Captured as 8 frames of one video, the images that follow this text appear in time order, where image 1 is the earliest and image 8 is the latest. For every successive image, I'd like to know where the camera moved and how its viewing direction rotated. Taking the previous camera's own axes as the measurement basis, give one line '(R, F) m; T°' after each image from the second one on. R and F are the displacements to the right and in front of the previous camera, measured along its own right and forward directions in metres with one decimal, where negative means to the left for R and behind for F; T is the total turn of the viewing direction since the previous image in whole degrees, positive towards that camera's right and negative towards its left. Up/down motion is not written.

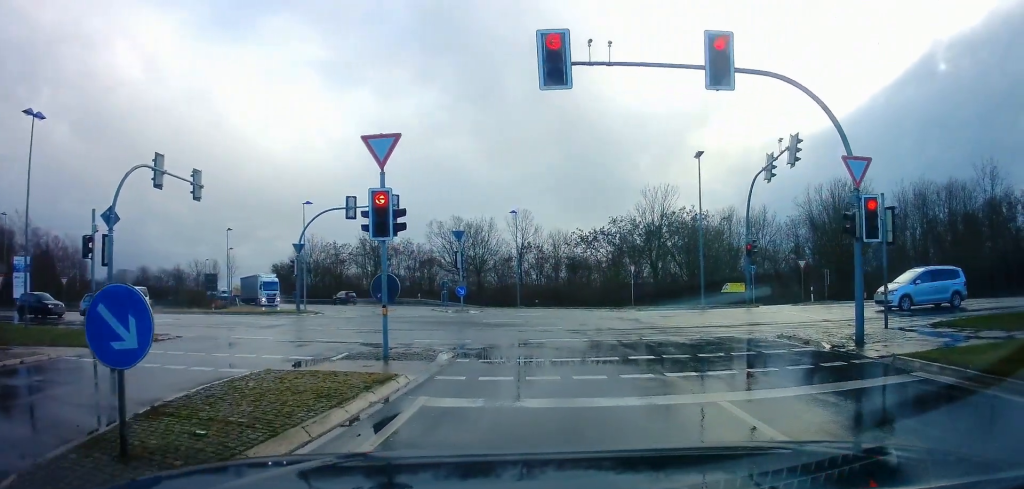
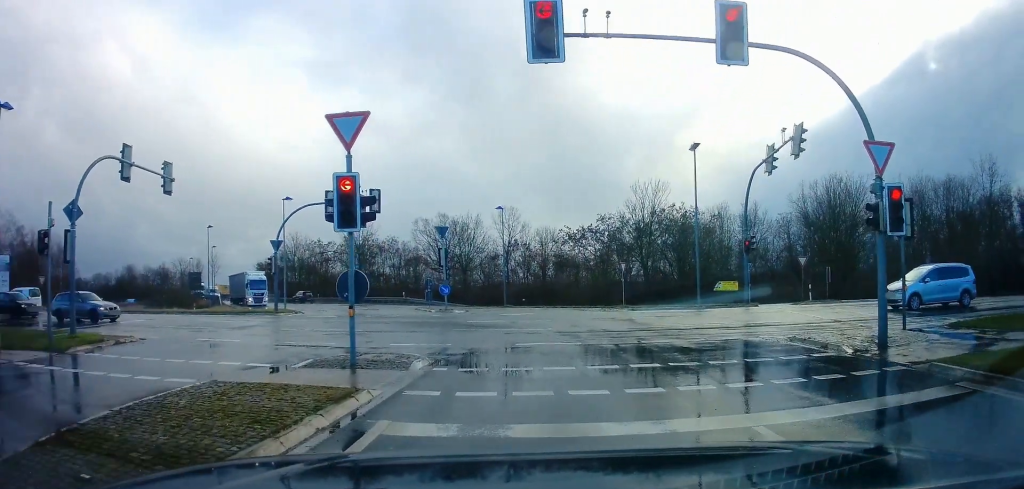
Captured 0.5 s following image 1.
(+0.2, +1.4) m; +1°
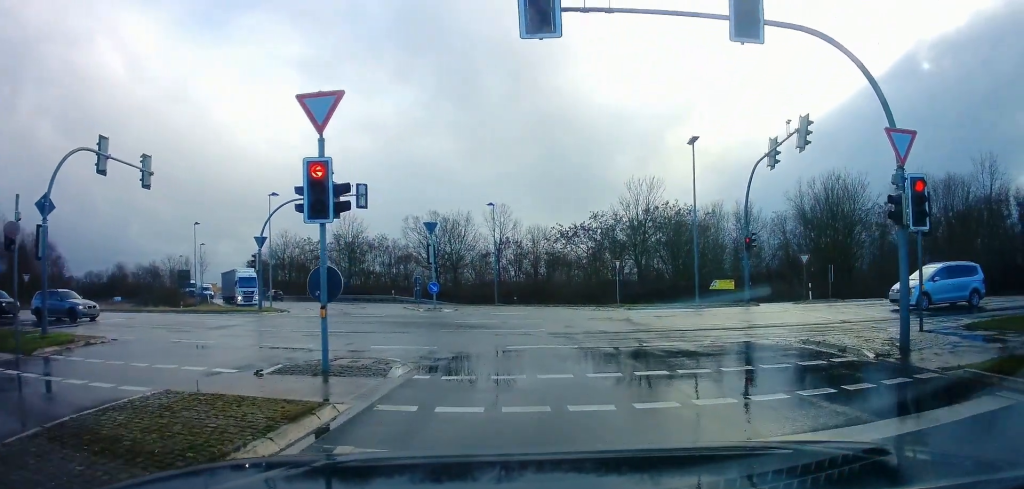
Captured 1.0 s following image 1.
(-0.1, +0.8) m; 0°
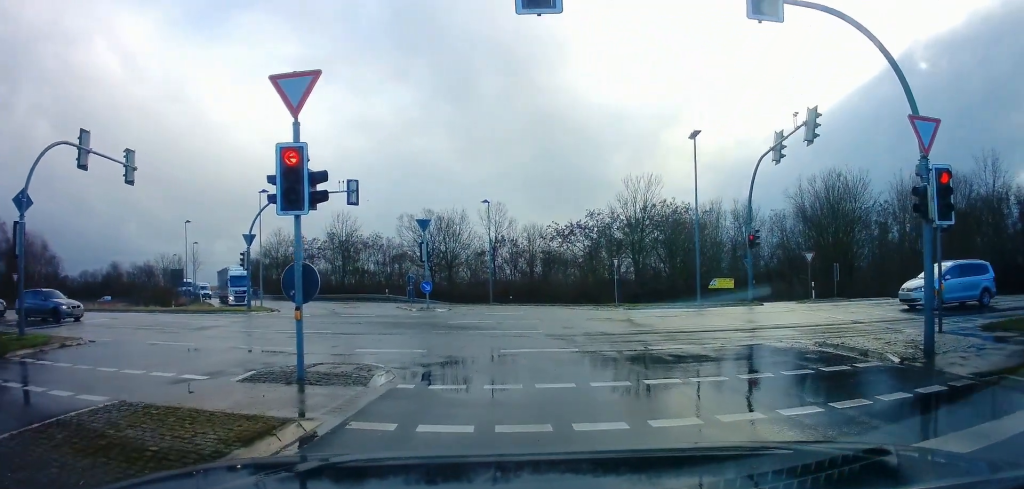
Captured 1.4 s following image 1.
(-0.1, +0.8) m; 0°
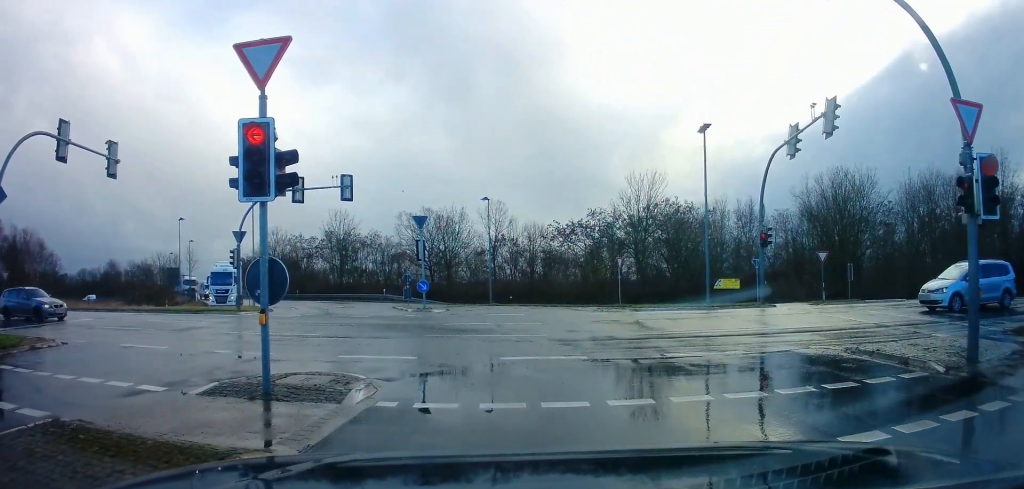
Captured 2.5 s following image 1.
(-0.2, +1.1) m; 0°
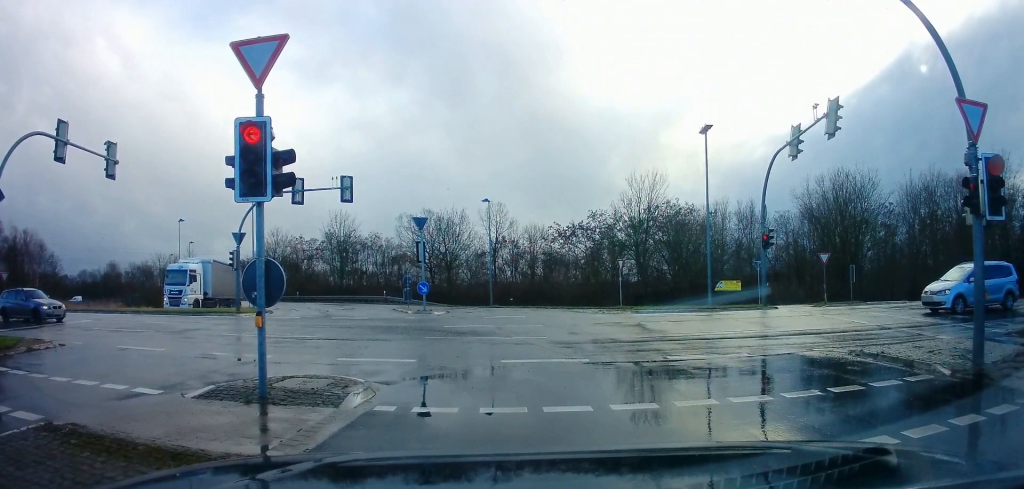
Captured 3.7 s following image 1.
(-0.1, +0.3) m; 0°
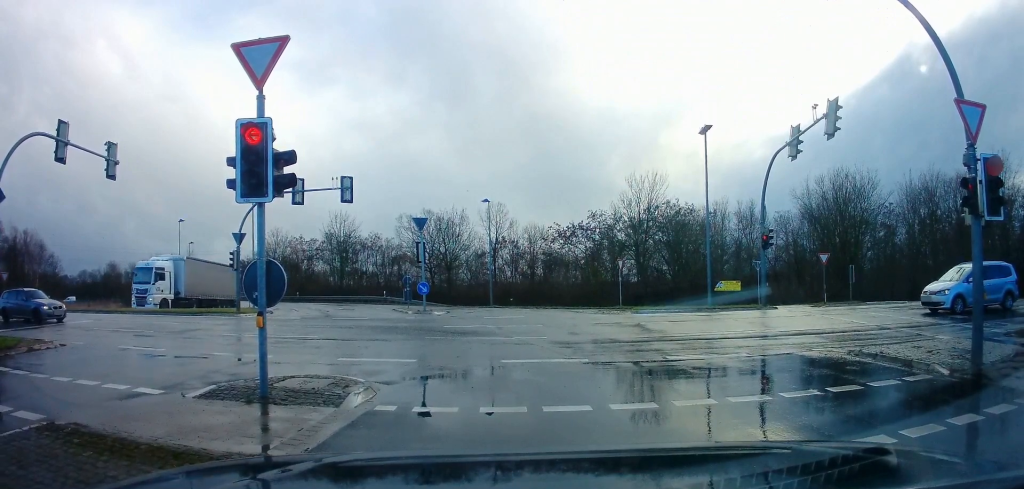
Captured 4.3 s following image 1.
(0.0, 0.0) m; 0°
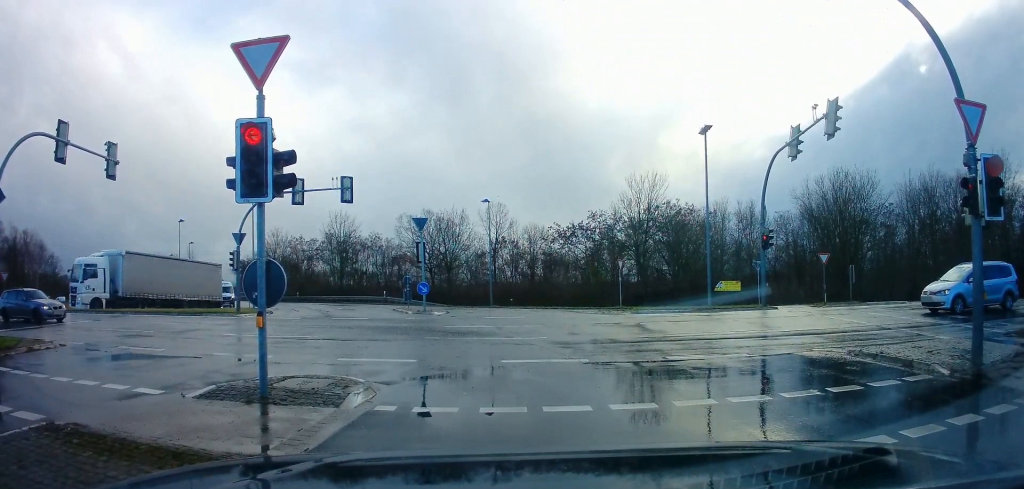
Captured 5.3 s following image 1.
(0.0, 0.0) m; 0°
